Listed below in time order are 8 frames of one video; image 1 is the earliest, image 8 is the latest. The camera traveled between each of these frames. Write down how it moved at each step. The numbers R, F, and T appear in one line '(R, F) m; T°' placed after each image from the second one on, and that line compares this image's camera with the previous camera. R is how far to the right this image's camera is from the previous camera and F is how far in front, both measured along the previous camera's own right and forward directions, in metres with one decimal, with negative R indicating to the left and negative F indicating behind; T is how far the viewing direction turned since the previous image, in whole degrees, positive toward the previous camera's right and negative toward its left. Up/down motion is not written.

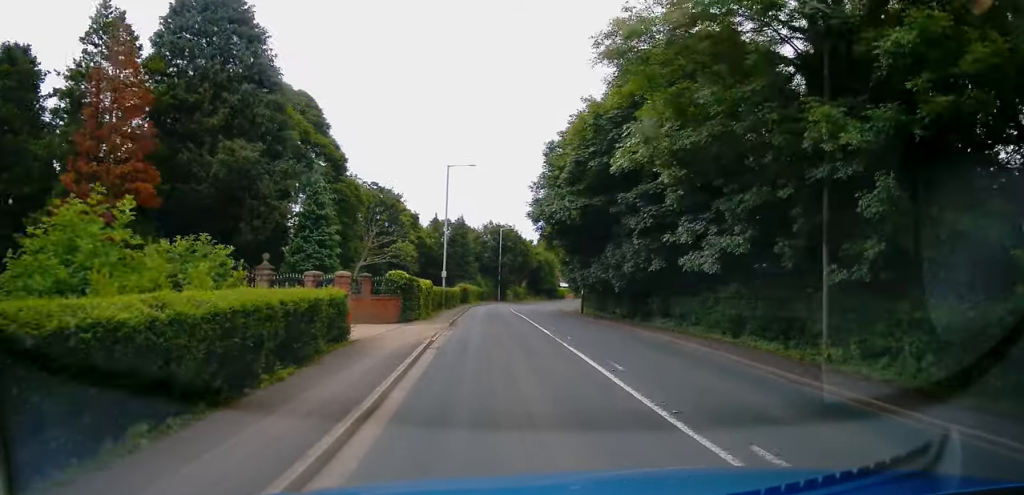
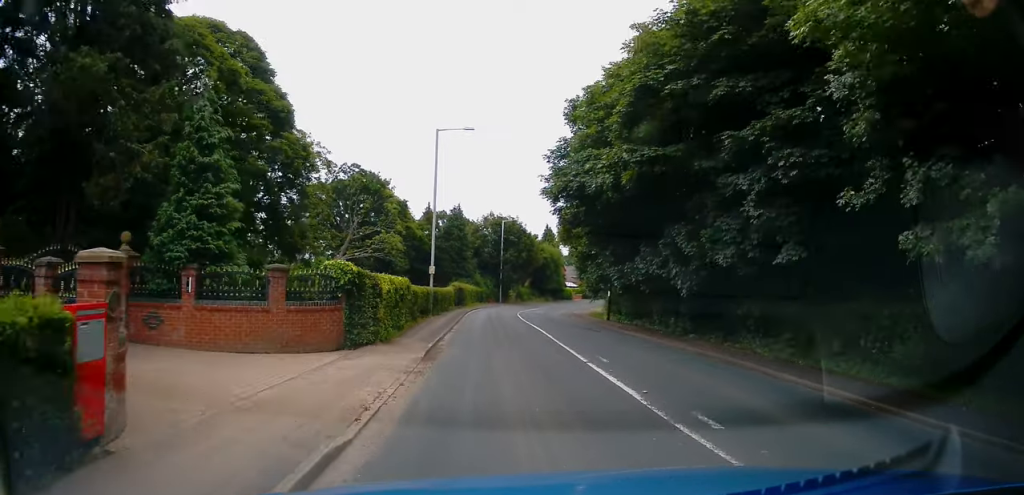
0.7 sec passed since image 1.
(+0.1, +9.6) m; 0°
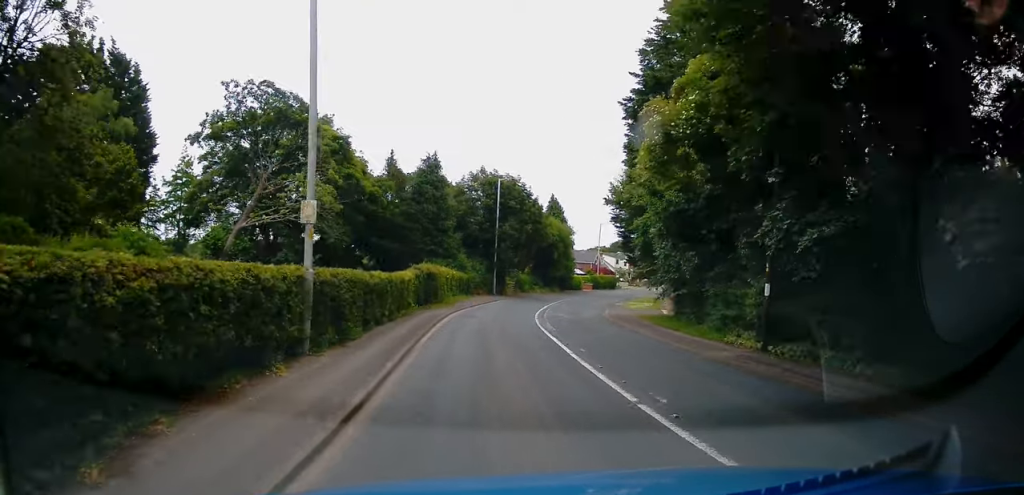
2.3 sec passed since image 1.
(-0.2, +21.5) m; 0°
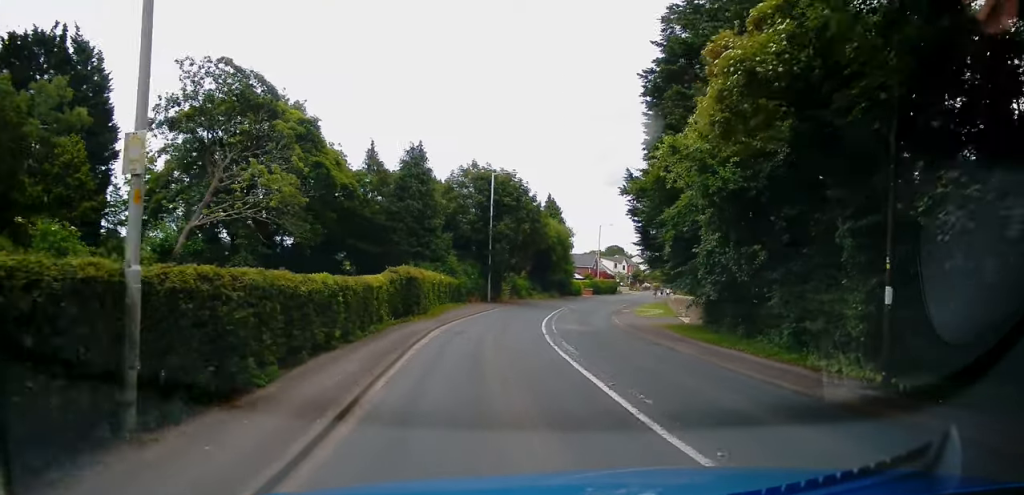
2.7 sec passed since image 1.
(+0.2, +5.6) m; +1°
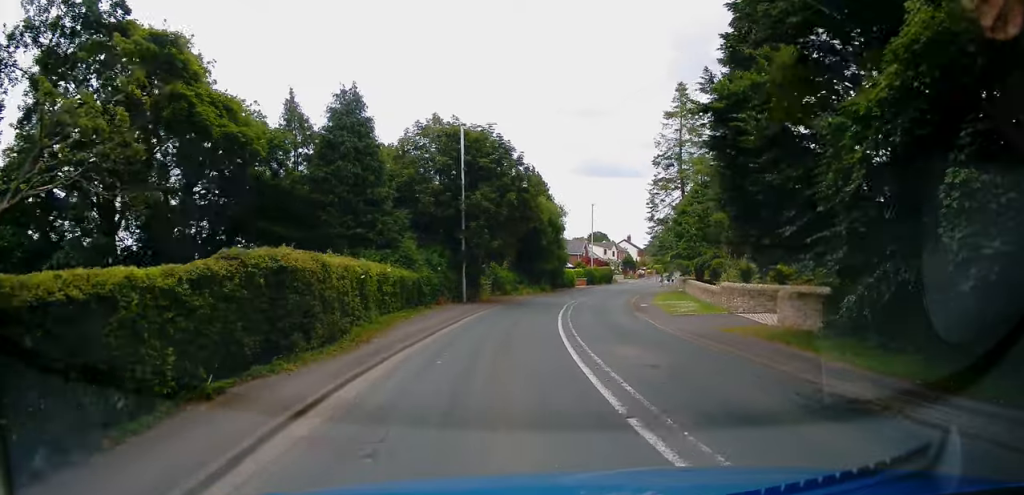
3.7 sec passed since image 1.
(+0.3, +12.4) m; +3°
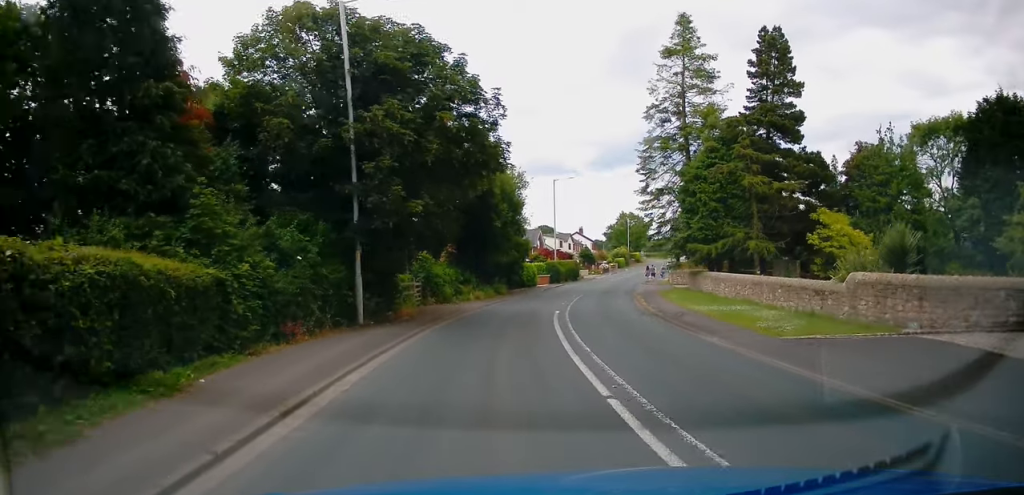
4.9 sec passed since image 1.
(+0.8, +16.6) m; +7°
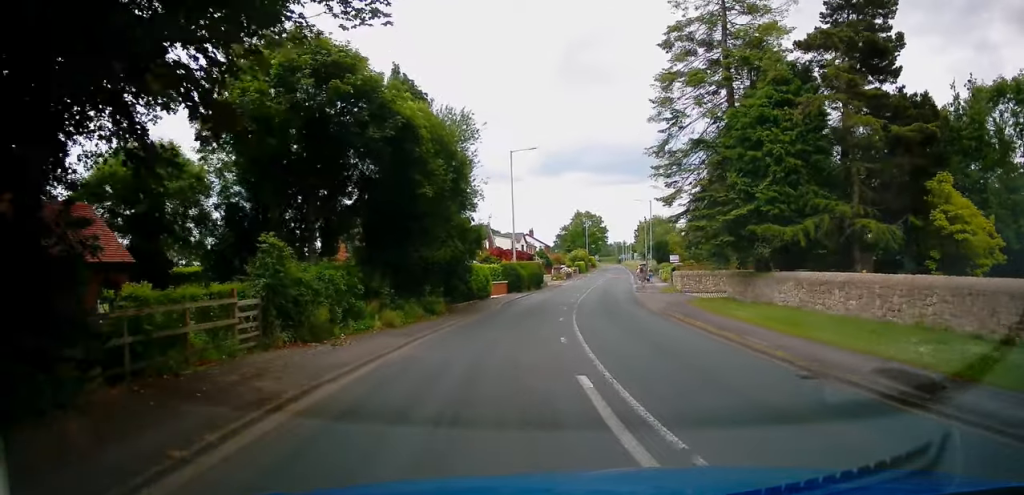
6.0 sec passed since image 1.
(+0.9, +15.4) m; +4°
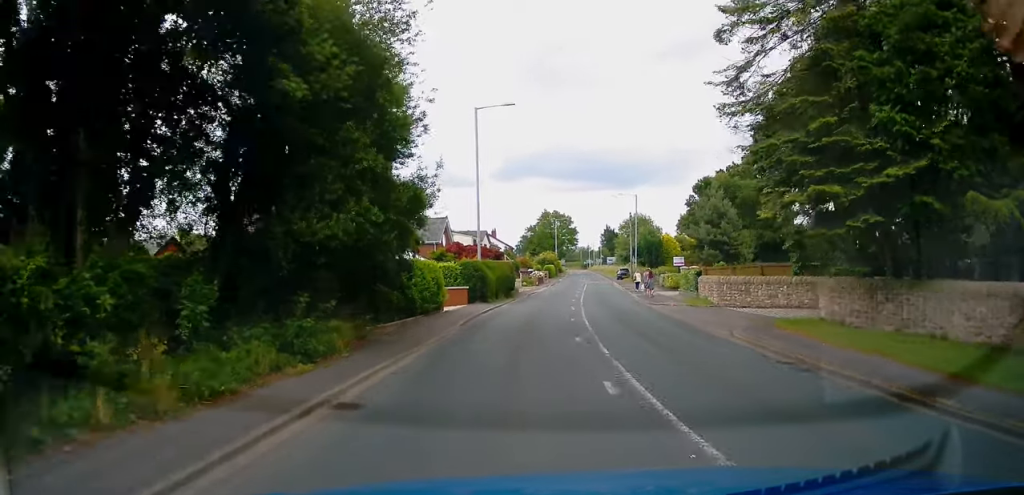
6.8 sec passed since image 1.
(+0.1, +12.0) m; +3°
